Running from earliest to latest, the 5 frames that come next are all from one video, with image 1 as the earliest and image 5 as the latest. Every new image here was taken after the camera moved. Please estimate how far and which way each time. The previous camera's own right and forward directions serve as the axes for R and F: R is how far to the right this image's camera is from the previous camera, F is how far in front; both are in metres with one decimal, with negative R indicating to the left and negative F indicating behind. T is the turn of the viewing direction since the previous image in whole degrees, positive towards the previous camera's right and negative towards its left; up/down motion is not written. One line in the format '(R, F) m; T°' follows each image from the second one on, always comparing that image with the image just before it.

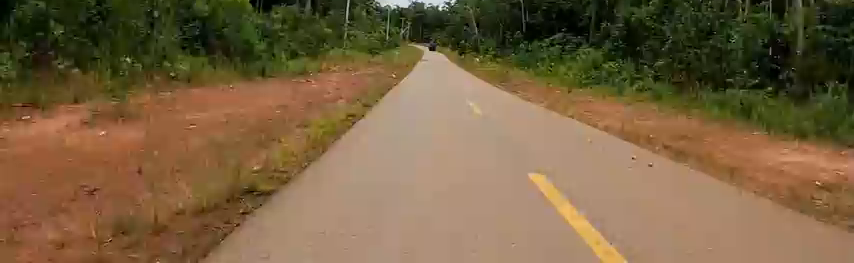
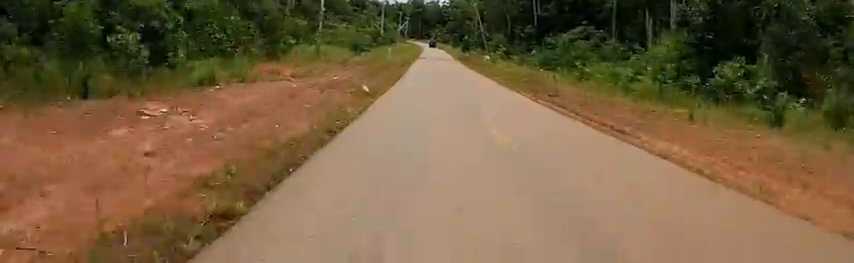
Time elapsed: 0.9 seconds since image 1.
(-0.2, +11.8) m; -1°
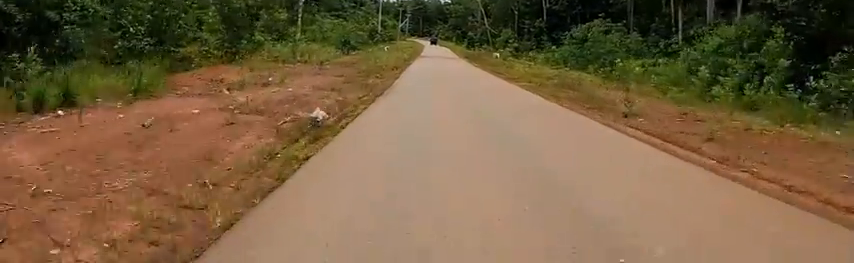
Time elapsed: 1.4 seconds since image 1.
(-0.3, +6.7) m; +1°
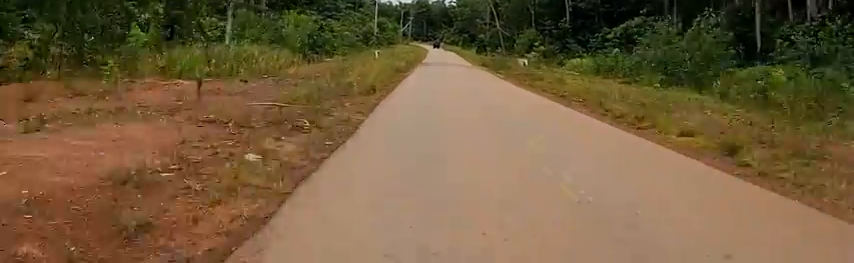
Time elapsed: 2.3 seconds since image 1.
(+0.5, +11.9) m; +3°
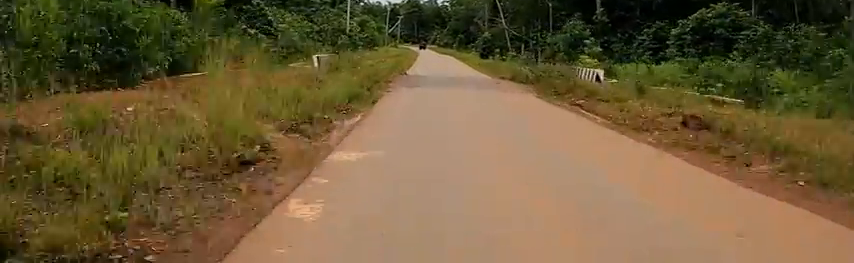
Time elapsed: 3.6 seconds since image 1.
(+0.1, +17.7) m; -2°
